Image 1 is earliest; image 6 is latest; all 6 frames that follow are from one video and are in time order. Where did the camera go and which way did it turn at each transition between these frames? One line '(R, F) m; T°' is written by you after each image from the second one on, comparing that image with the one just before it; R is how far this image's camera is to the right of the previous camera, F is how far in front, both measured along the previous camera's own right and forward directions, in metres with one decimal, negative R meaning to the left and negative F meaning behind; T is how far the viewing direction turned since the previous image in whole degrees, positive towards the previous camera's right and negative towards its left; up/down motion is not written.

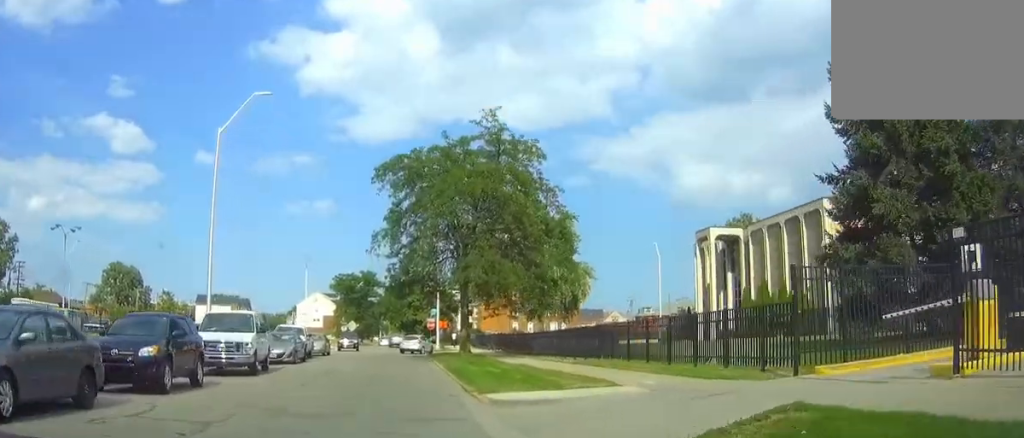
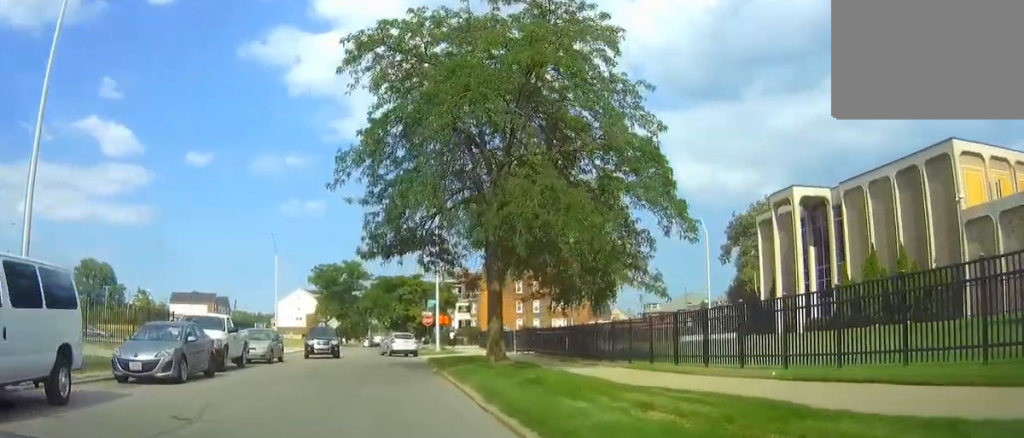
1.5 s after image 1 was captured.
(0.0, +15.6) m; -1°
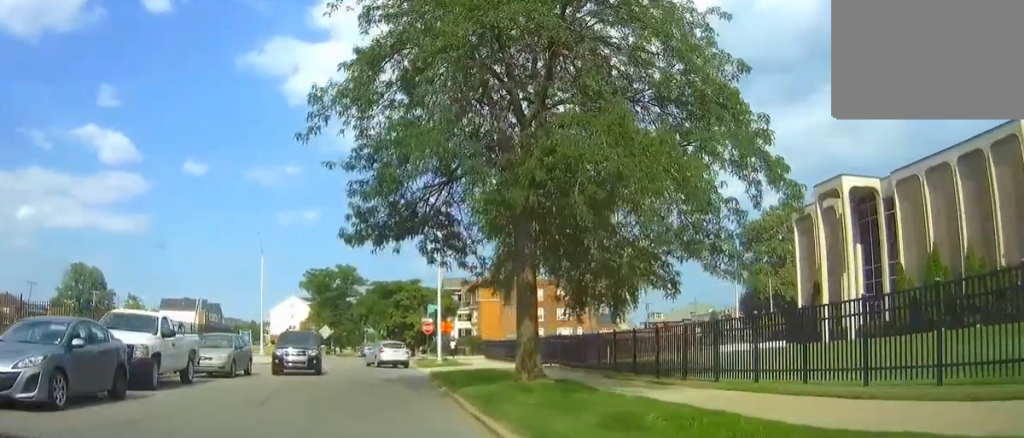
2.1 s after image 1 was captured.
(0.0, +5.8) m; -1°
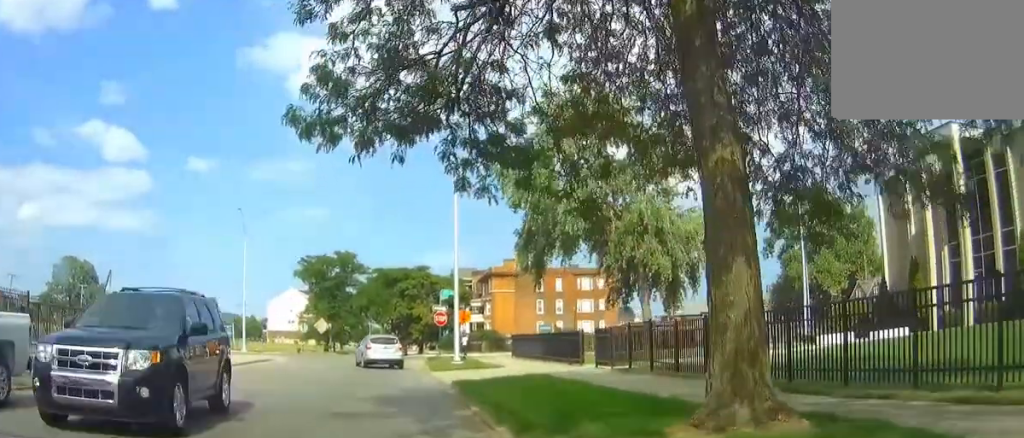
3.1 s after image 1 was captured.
(-0.2, +9.5) m; -2°
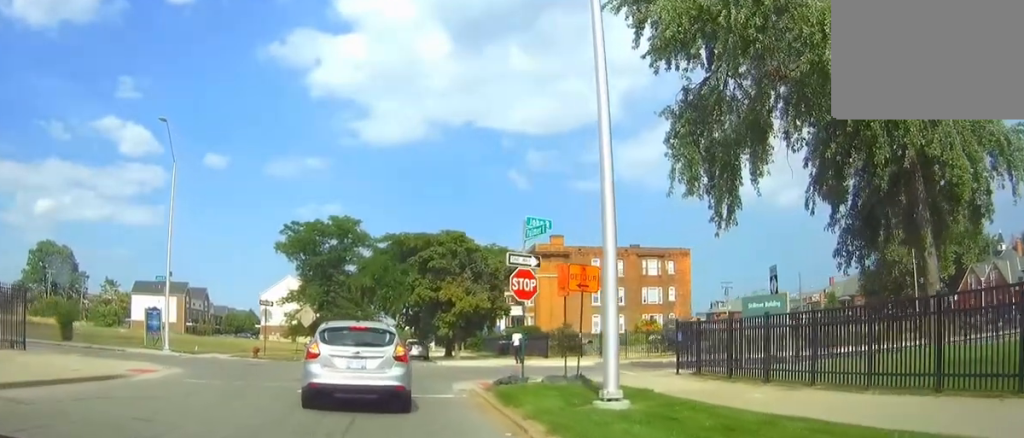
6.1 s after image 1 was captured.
(-0.1, +20.9) m; -2°
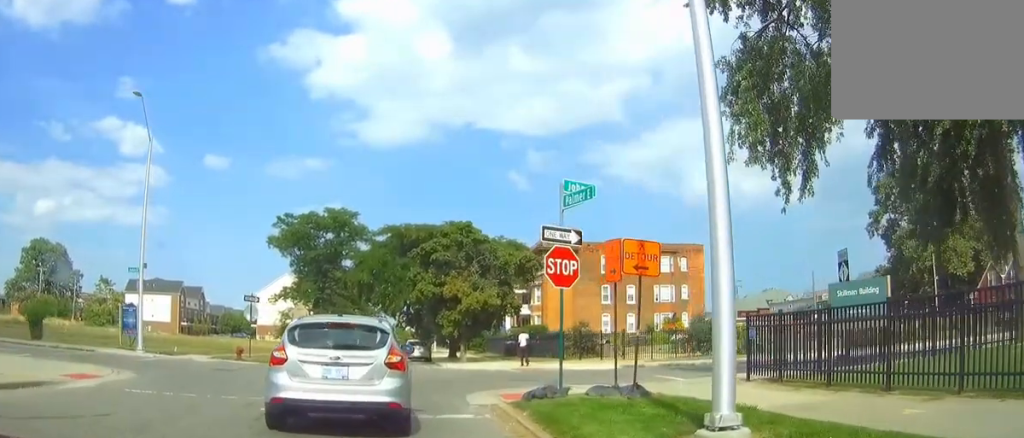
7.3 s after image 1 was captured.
(-0.1, +4.2) m; -1°
